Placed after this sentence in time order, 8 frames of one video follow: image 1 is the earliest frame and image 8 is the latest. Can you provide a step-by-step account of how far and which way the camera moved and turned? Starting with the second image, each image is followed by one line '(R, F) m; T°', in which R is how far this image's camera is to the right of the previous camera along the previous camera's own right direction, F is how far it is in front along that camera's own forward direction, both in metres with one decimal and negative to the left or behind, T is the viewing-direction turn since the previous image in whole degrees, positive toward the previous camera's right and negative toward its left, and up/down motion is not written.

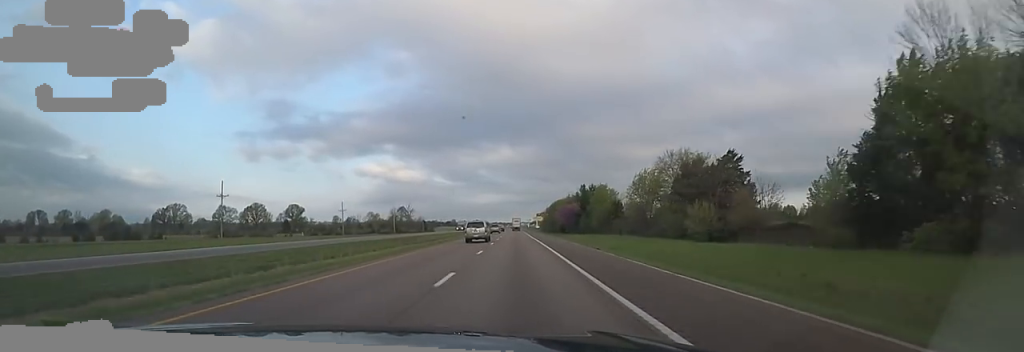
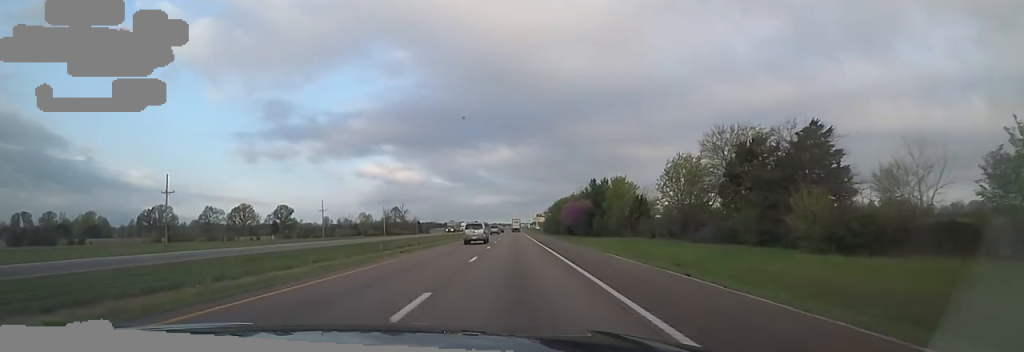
(-0.1, +16.1) m; -1°
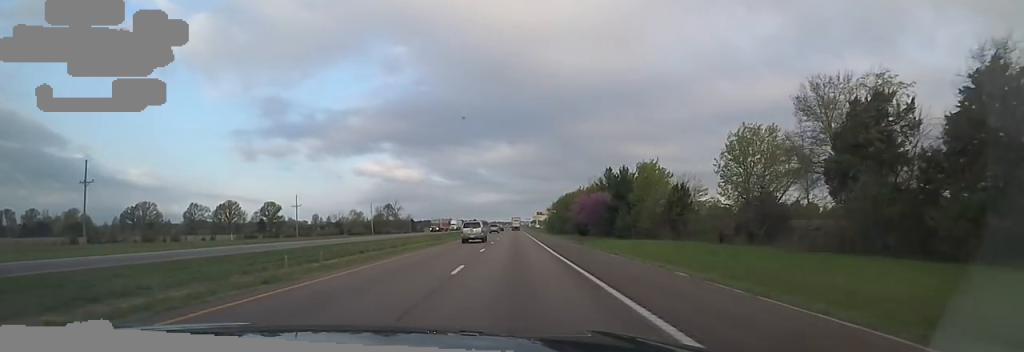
(-0.1, +17.1) m; 0°
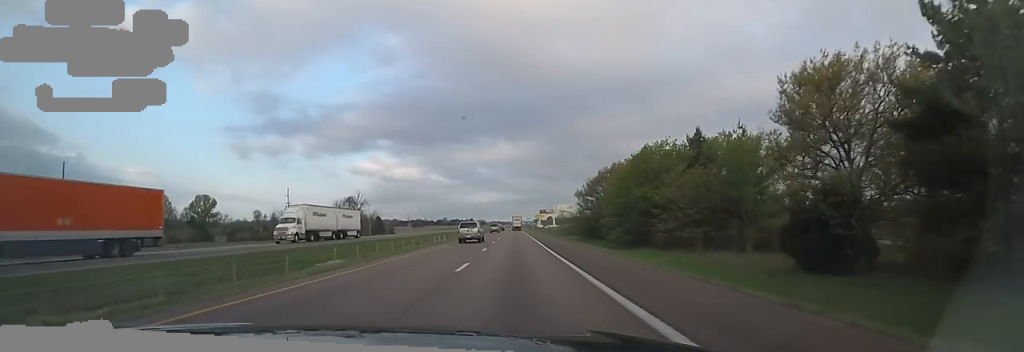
(+1.8, +70.3) m; +2°
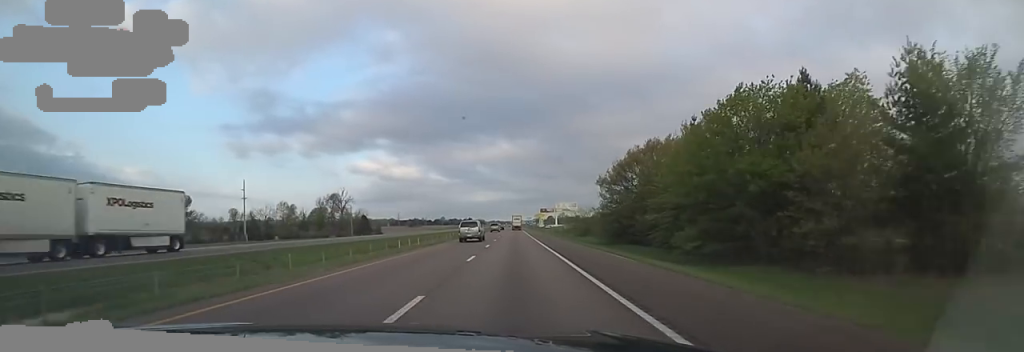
(0.0, +20.4) m; -1°
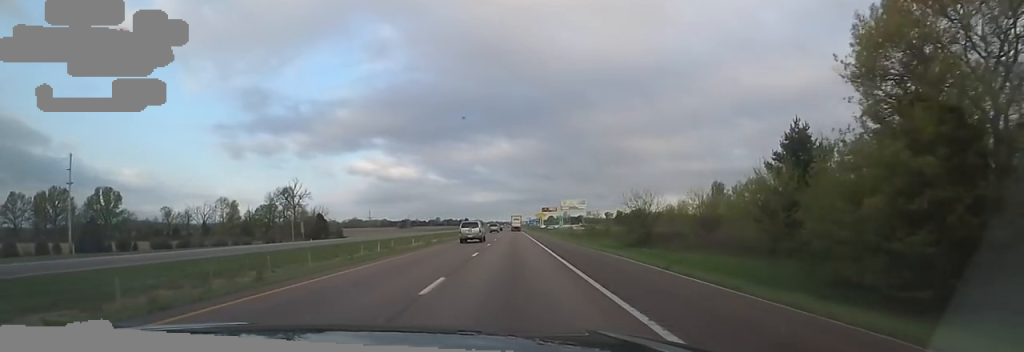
(-1.3, +45.6) m; 0°
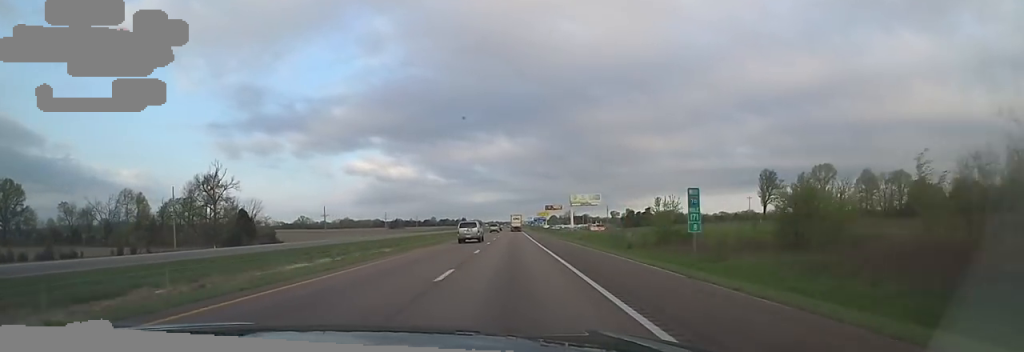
(+1.6, +45.9) m; +1°
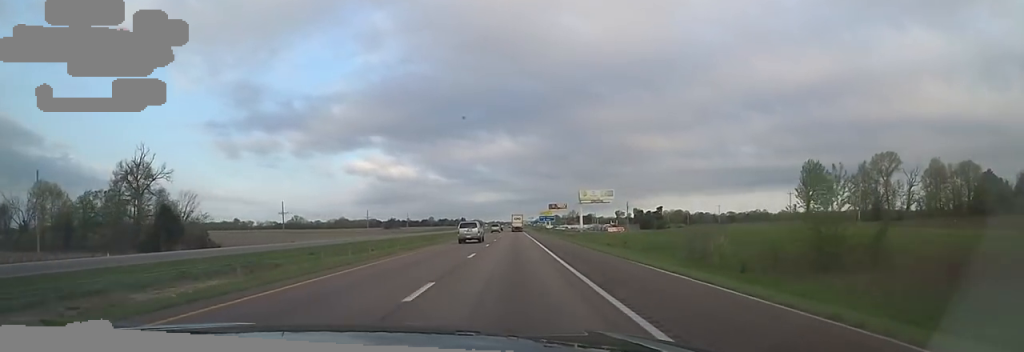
(-1.0, +27.6) m; -2°
